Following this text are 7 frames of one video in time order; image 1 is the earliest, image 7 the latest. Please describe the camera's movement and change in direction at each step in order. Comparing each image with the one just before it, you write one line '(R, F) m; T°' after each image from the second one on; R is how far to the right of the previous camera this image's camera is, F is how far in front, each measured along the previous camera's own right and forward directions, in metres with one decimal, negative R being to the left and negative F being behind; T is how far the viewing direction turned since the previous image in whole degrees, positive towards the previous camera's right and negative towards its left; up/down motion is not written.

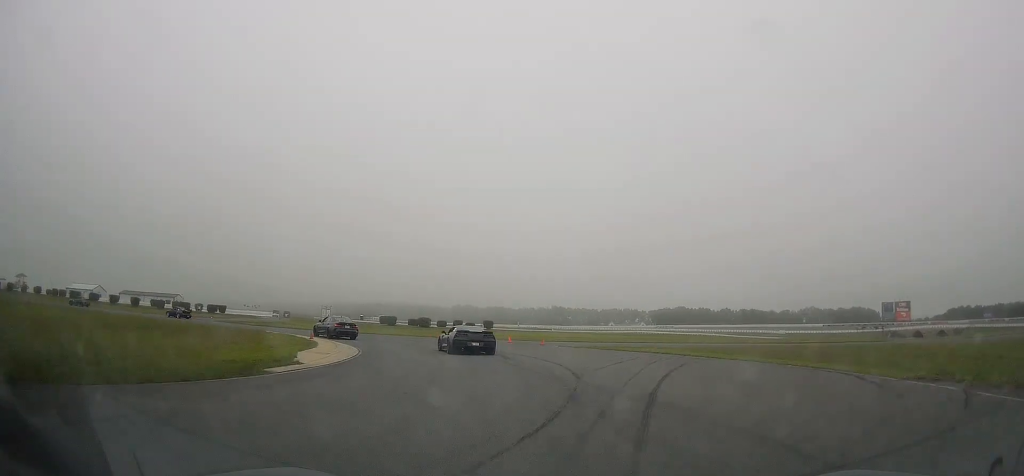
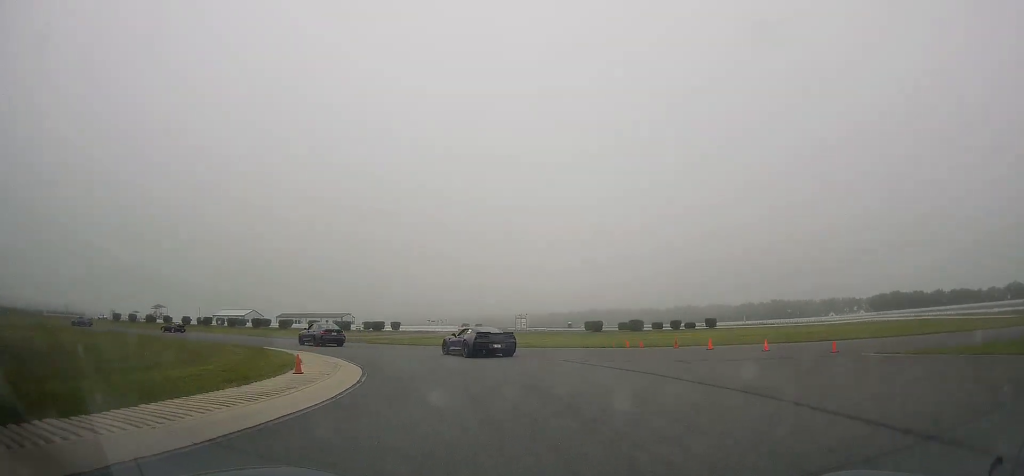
(-2.1, +20.0) m; -20°
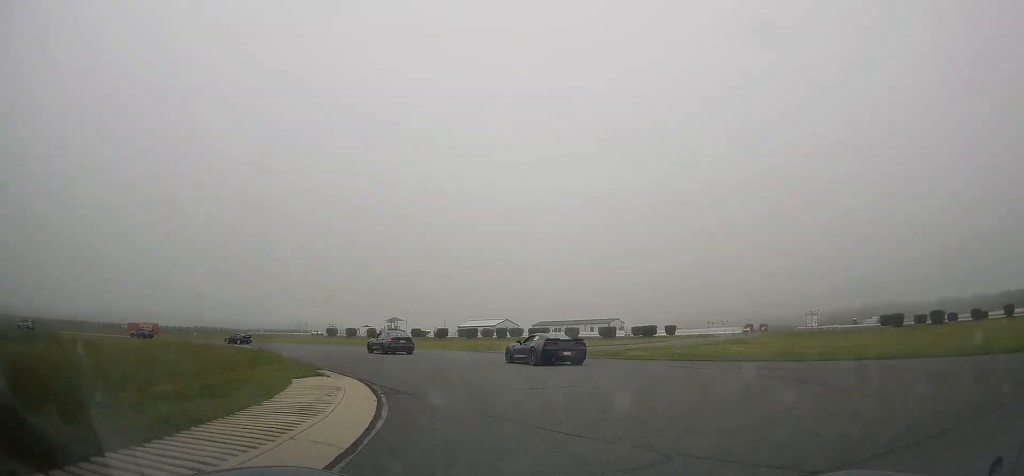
(-4.9, +18.0) m; -28°
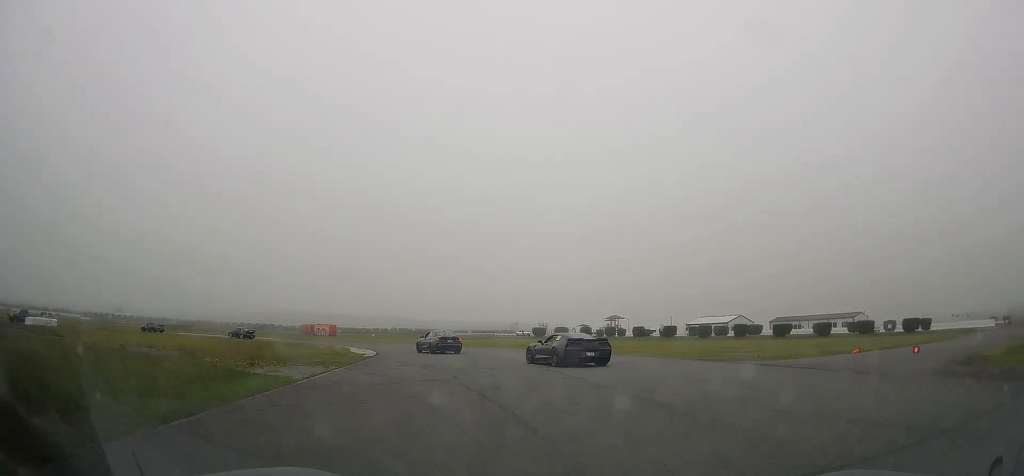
(-4.8, +19.9) m; -20°
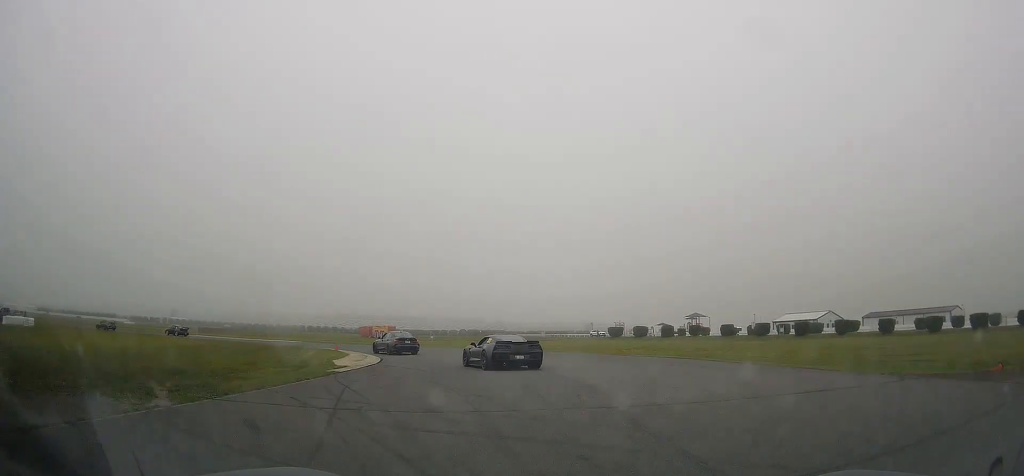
(-0.6, +13.0) m; -9°
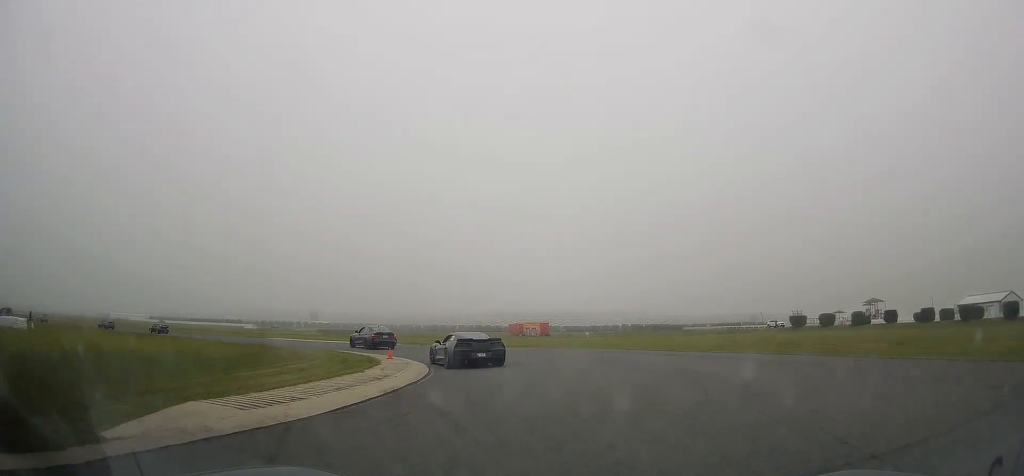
(-2.0, +17.5) m; -15°
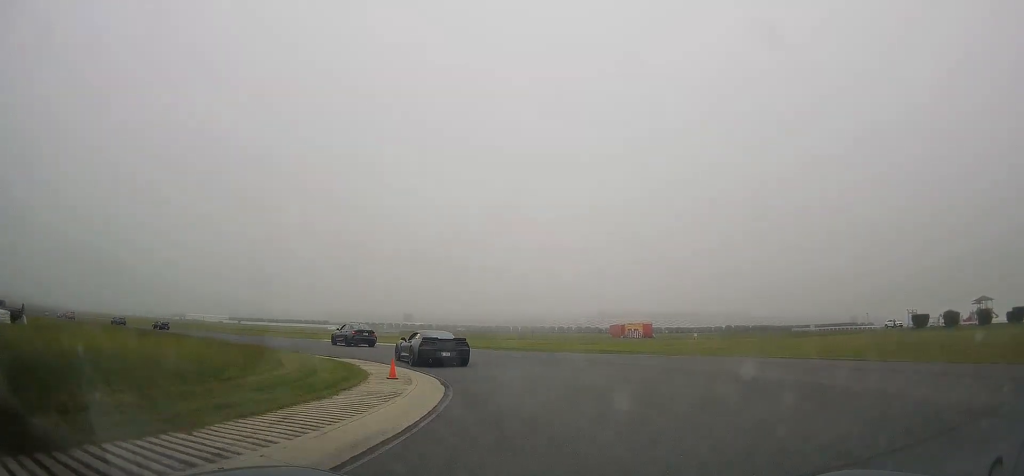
(-1.5, +10.5) m; -12°
